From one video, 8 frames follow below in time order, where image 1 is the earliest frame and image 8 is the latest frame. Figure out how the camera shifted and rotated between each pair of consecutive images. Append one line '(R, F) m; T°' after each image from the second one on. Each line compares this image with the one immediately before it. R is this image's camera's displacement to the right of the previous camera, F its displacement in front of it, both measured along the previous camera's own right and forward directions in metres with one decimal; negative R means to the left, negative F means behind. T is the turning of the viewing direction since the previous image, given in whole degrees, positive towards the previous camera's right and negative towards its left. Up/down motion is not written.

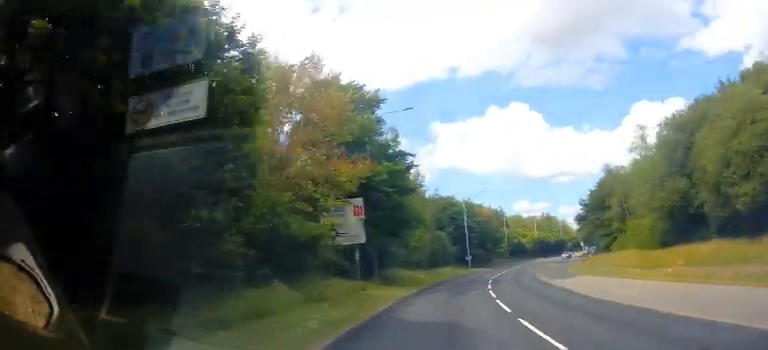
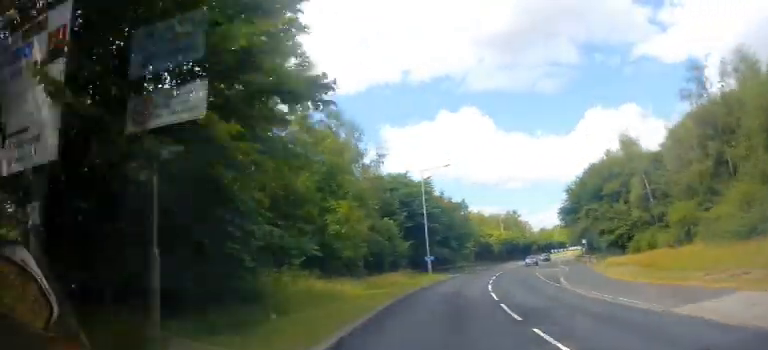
(+1.3, +20.3) m; +7°
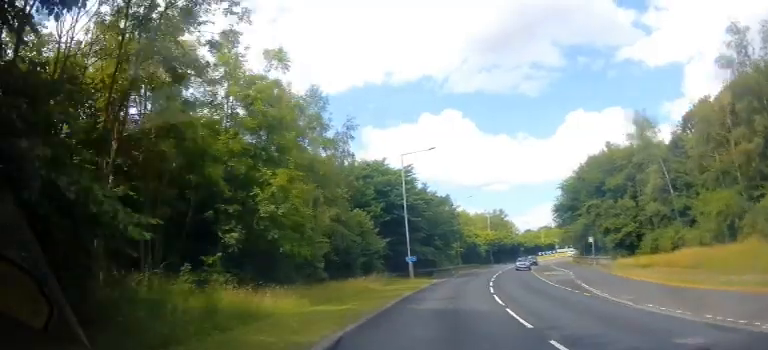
(+0.2, +7.4) m; +2°
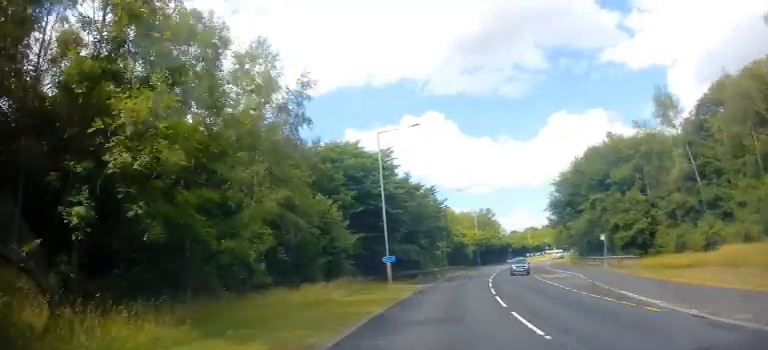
(+0.1, +6.8) m; +2°
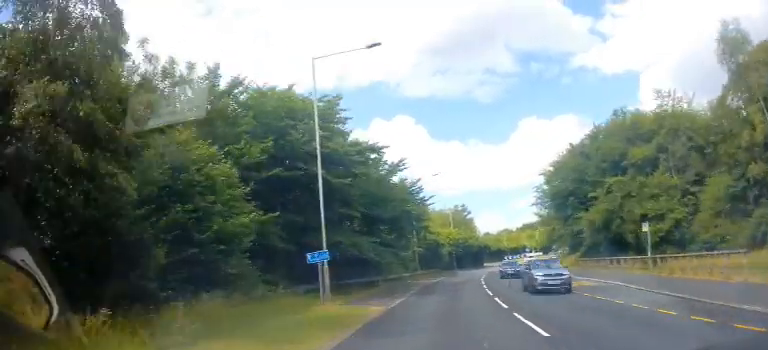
(+0.4, +12.7) m; +4°
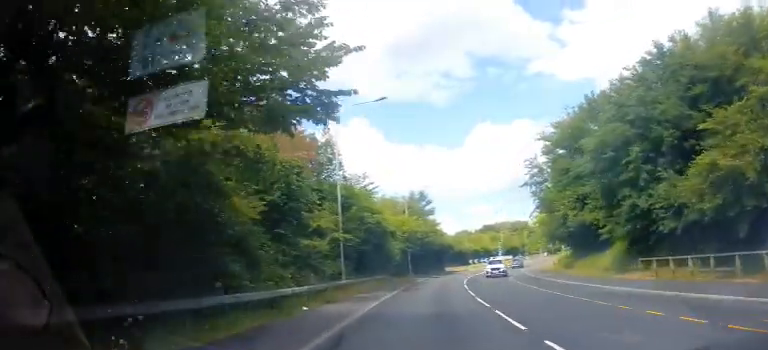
(+1.5, +22.8) m; +6°
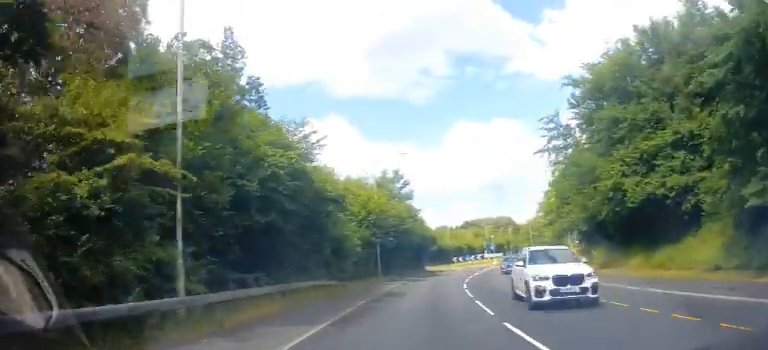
(0.0, +15.9) m; +2°
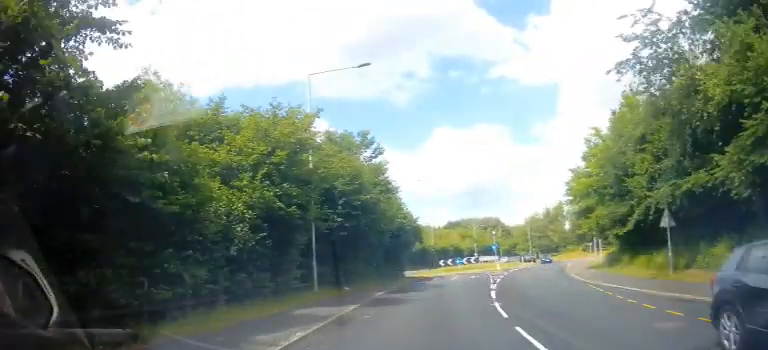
(+1.0, +18.3) m; +4°
